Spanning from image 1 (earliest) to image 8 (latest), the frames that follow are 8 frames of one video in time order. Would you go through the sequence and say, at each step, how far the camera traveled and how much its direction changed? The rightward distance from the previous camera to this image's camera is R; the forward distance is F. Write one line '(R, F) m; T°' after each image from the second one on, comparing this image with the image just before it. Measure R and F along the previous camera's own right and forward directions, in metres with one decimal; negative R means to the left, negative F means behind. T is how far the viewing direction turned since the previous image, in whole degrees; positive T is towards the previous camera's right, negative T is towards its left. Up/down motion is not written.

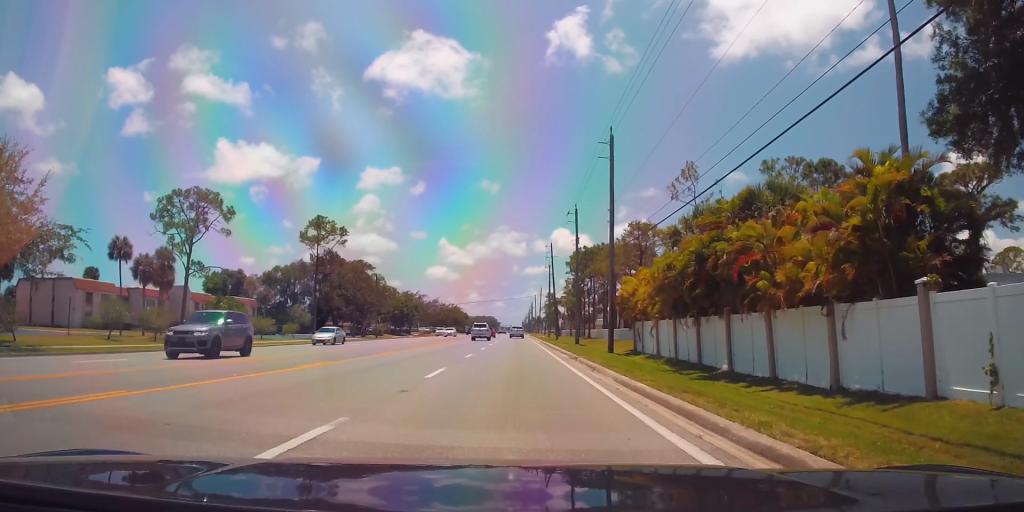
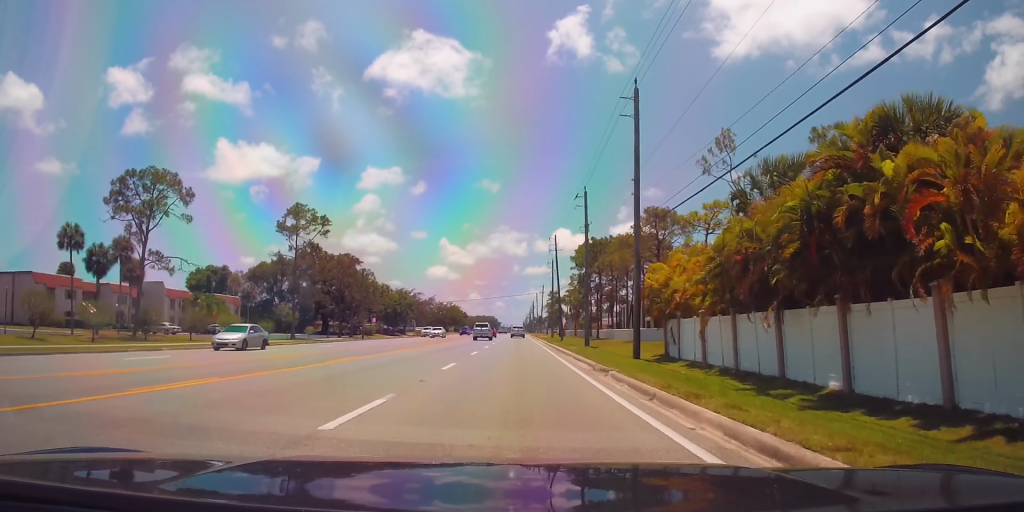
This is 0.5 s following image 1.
(0.0, +8.4) m; 0°
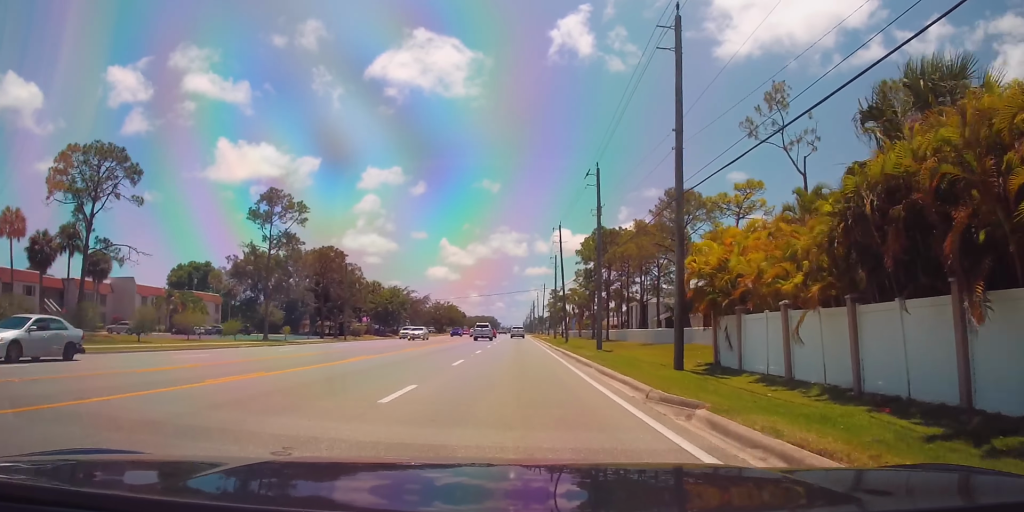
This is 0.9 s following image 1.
(0.0, +8.3) m; 0°
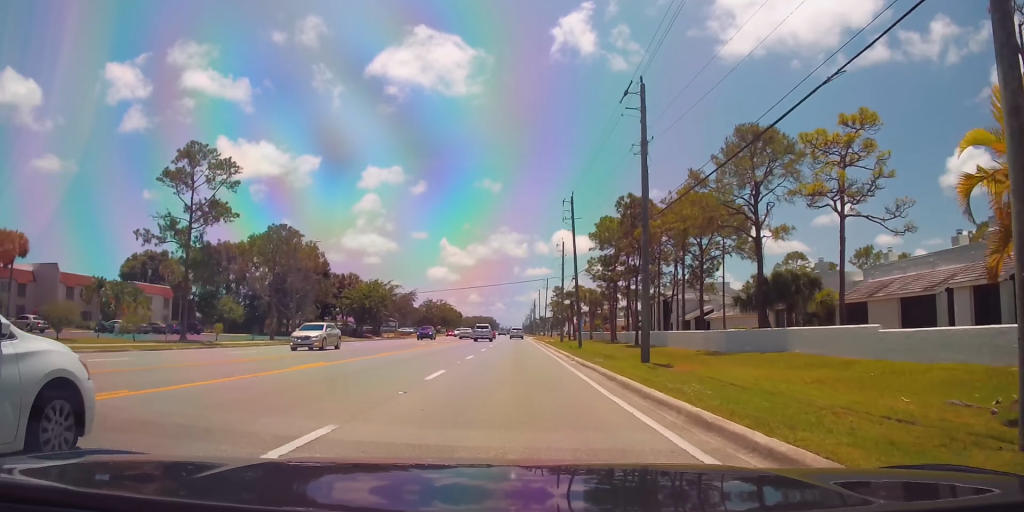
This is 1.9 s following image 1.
(0.0, +17.1) m; 0°
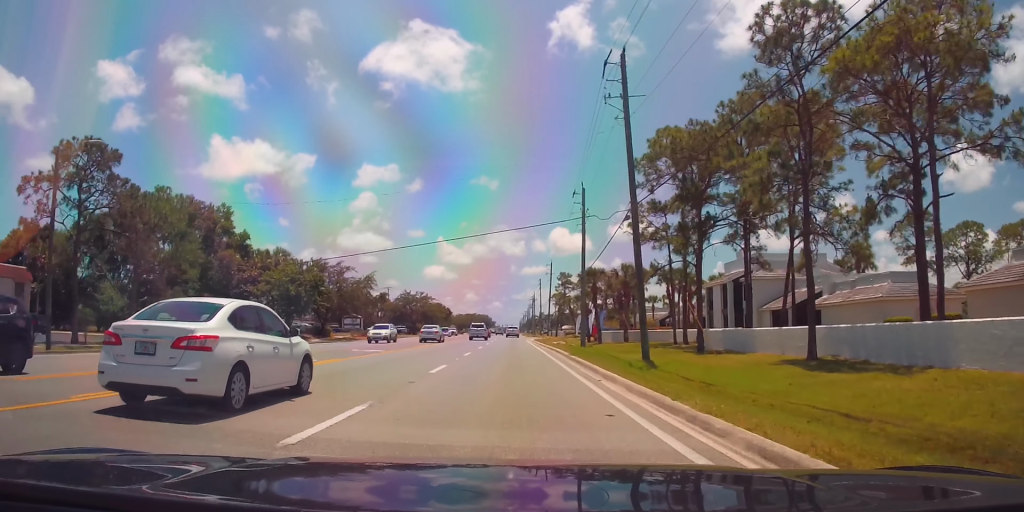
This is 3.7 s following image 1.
(0.0, +31.3) m; 0°
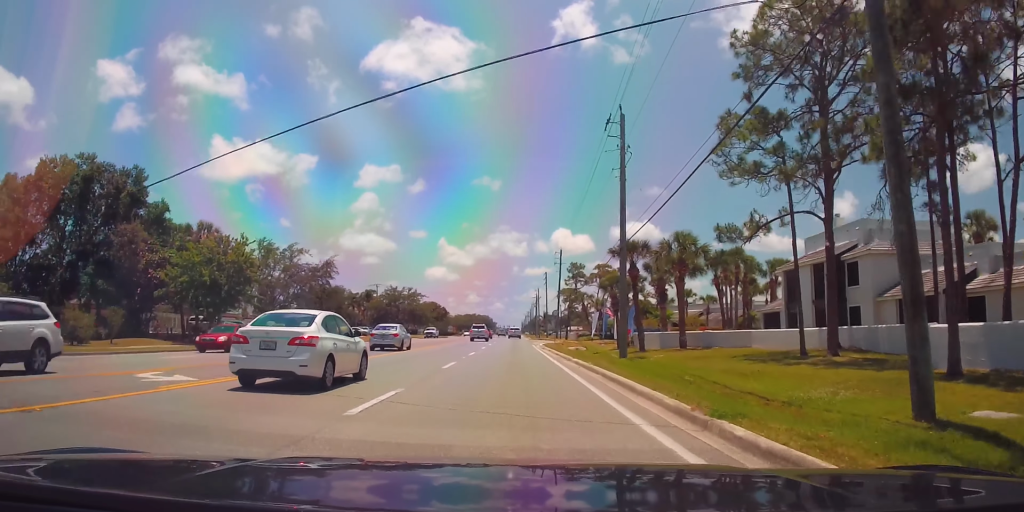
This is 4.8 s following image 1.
(-0.2, +19.6) m; -1°
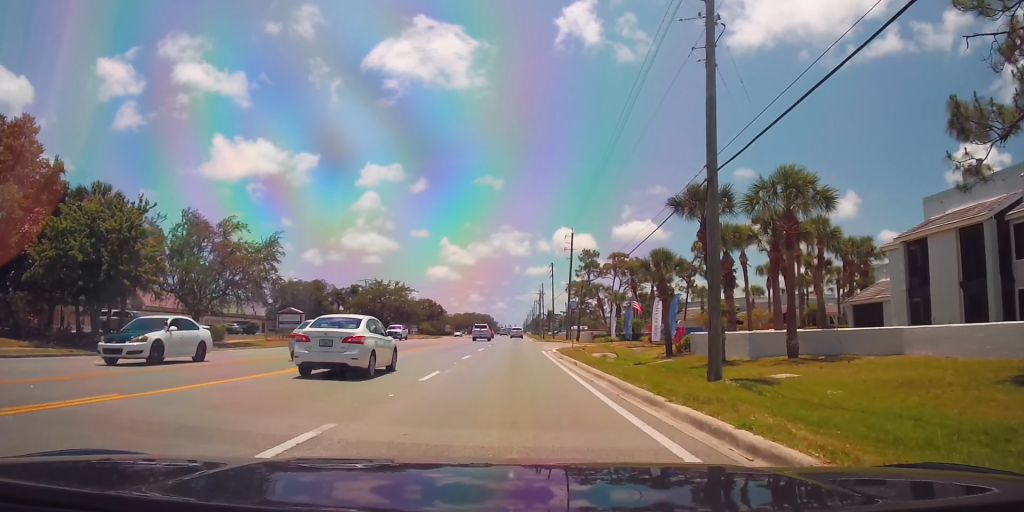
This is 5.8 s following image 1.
(-0.2, +16.1) m; +1°
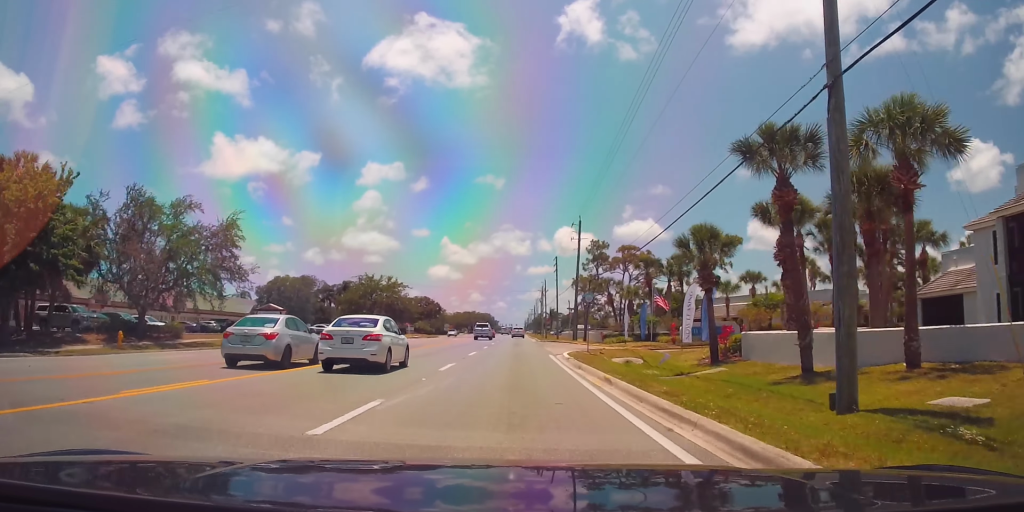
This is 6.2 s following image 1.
(+0.2, +8.0) m; +1°
